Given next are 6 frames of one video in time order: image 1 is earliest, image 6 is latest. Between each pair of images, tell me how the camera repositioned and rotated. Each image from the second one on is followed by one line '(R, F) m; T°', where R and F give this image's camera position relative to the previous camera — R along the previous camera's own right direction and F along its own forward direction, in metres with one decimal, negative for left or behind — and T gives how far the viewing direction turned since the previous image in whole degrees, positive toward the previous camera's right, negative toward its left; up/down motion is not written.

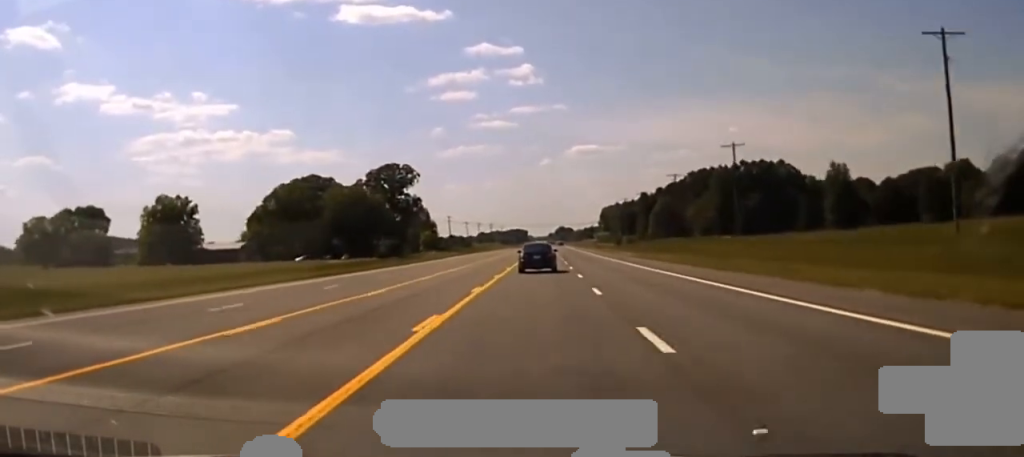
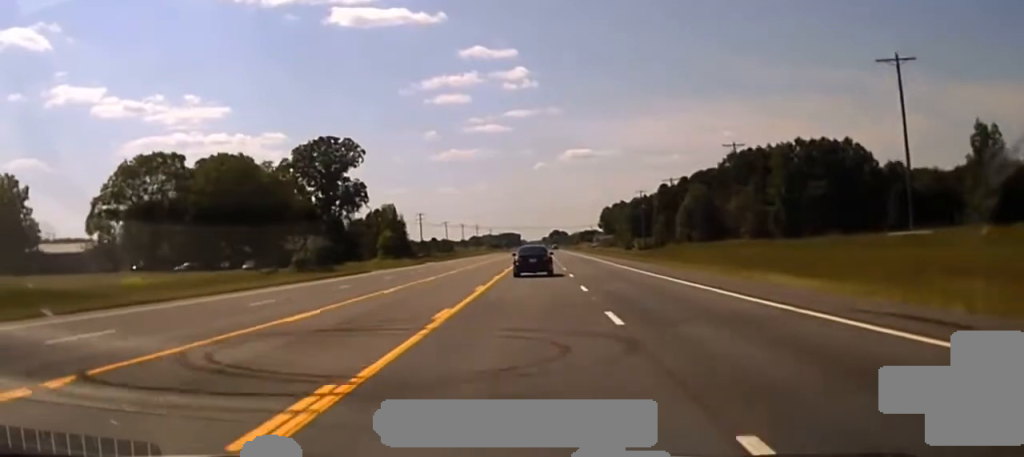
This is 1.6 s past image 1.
(-0.2, +62.1) m; 0°
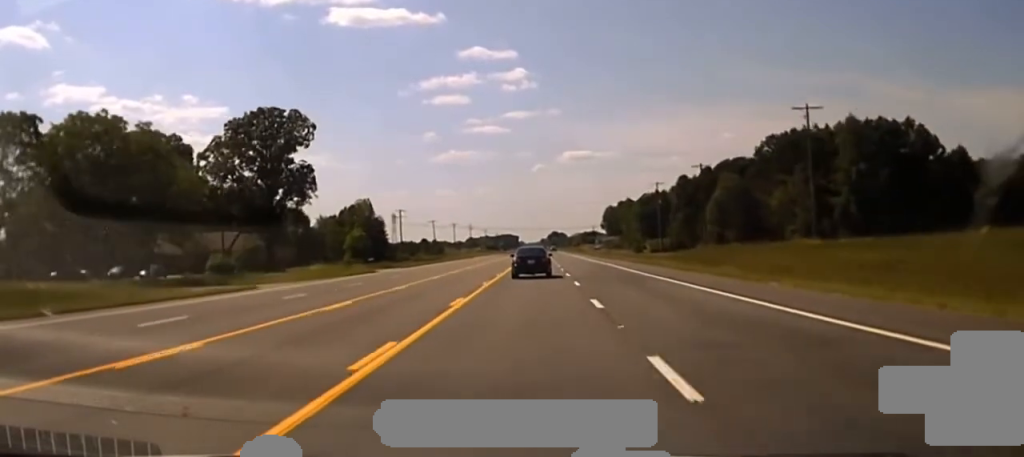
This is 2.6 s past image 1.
(+0.2, +32.4) m; +1°
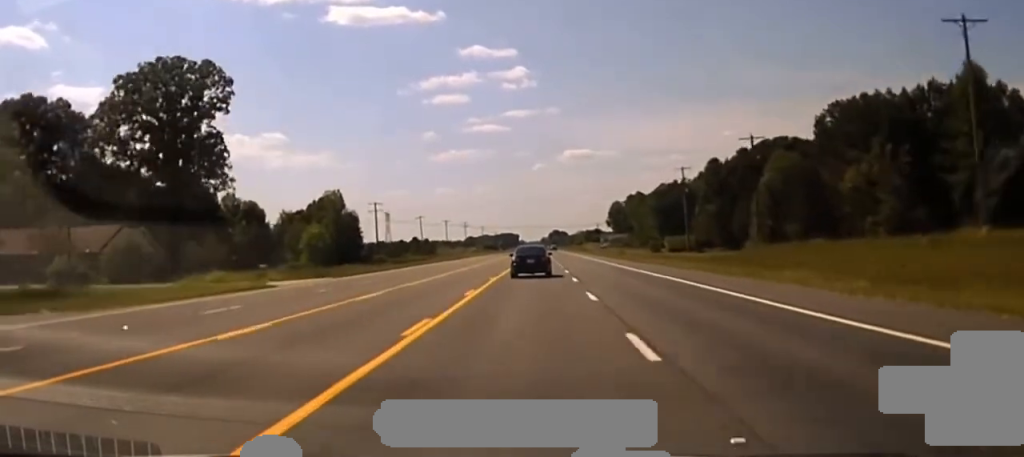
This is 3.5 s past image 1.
(+0.1, +30.5) m; 0°
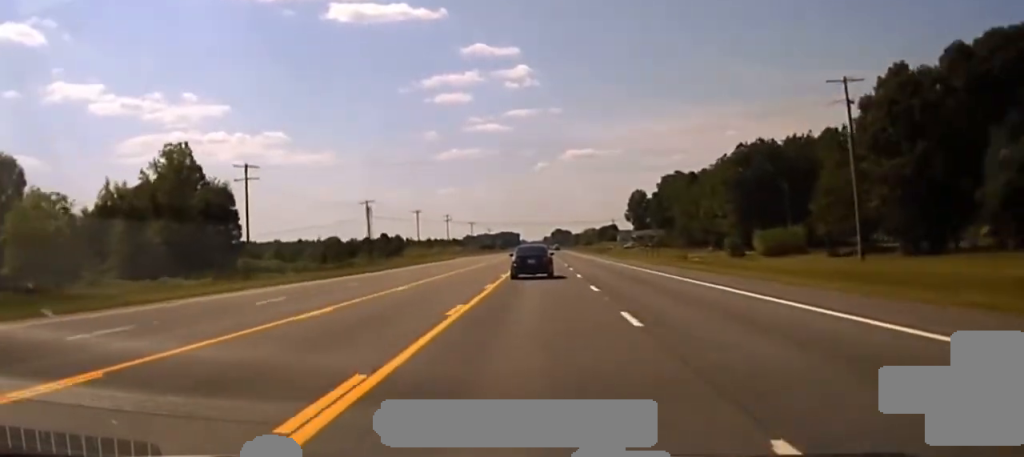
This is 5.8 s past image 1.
(+0.1, +70.3) m; 0°
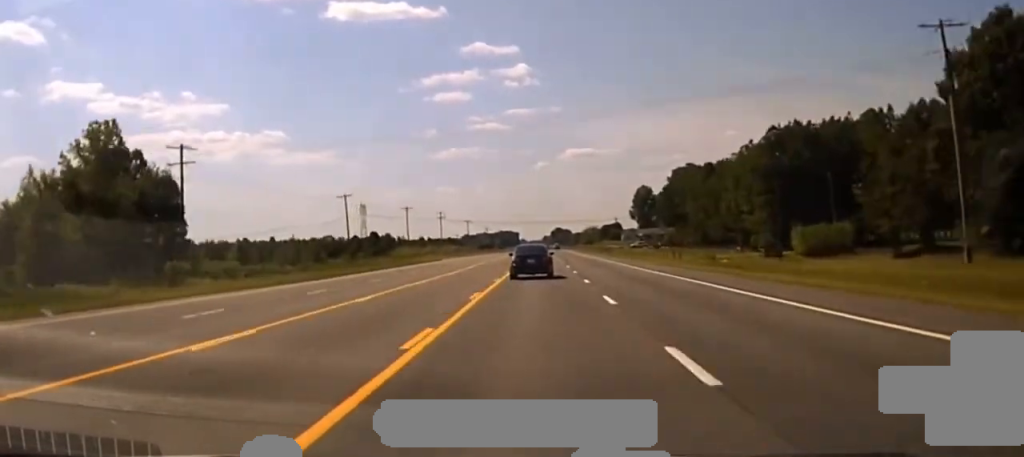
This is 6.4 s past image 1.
(-0.1, +17.8) m; 0°
